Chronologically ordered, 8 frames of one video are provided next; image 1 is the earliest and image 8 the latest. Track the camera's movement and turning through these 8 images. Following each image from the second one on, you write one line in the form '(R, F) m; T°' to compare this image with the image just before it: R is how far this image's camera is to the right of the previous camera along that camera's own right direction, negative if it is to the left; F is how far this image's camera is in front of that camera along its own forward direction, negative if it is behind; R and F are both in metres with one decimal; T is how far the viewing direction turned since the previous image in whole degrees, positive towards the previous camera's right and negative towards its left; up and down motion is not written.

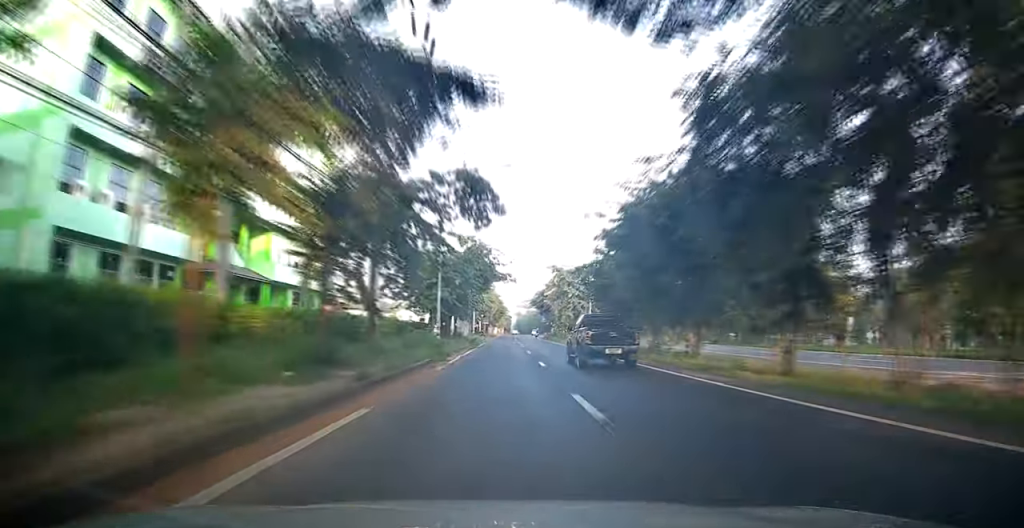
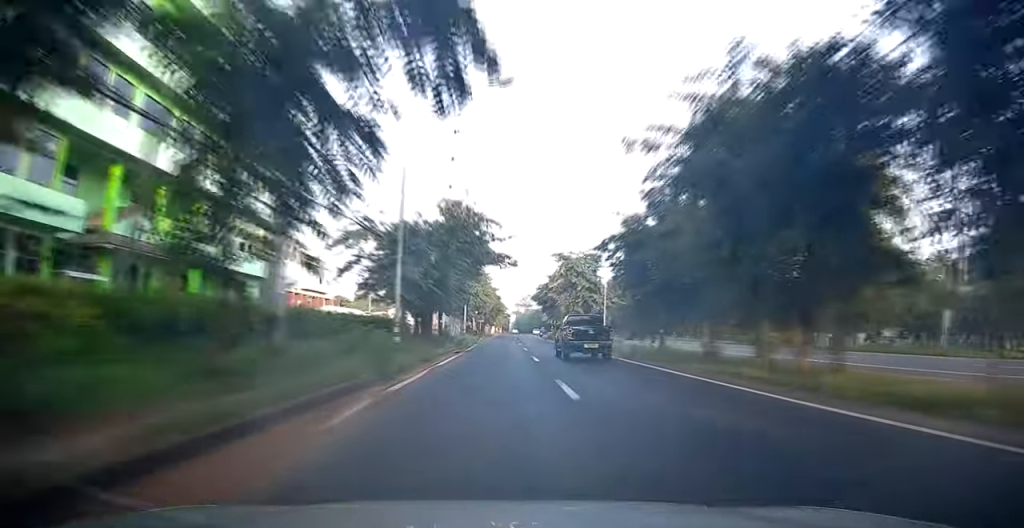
(-0.2, +9.7) m; +1°
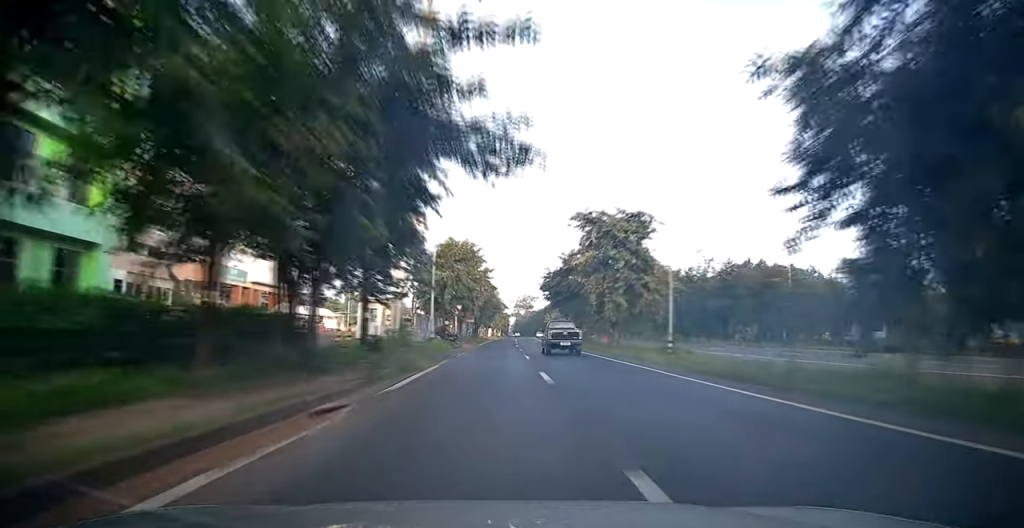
(+0.8, +20.3) m; +1°
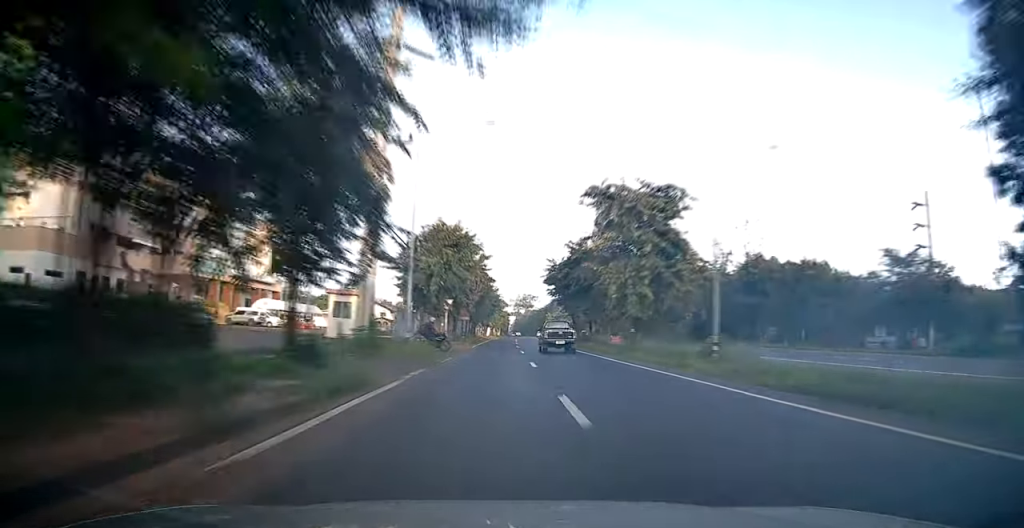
(+0.1, +6.4) m; -1°
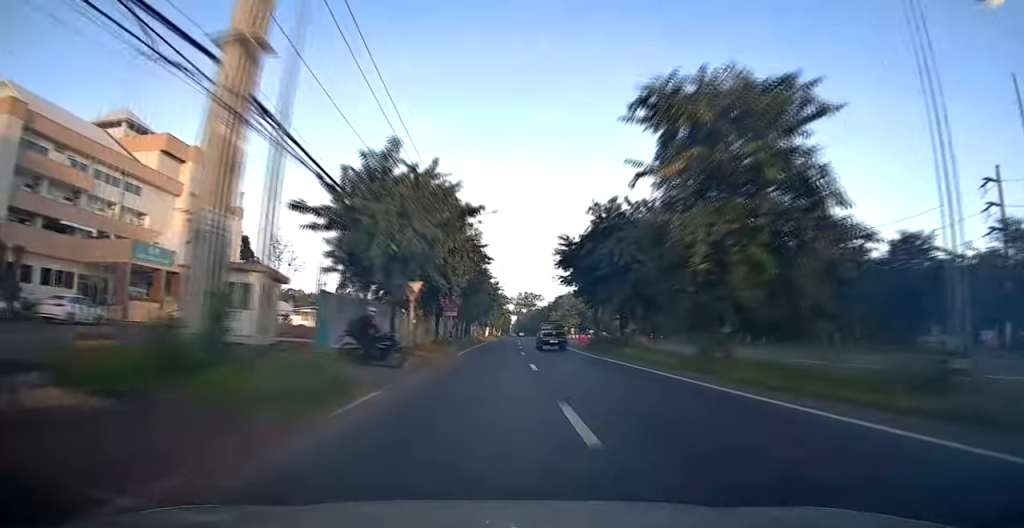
(-0.5, +12.9) m; 0°
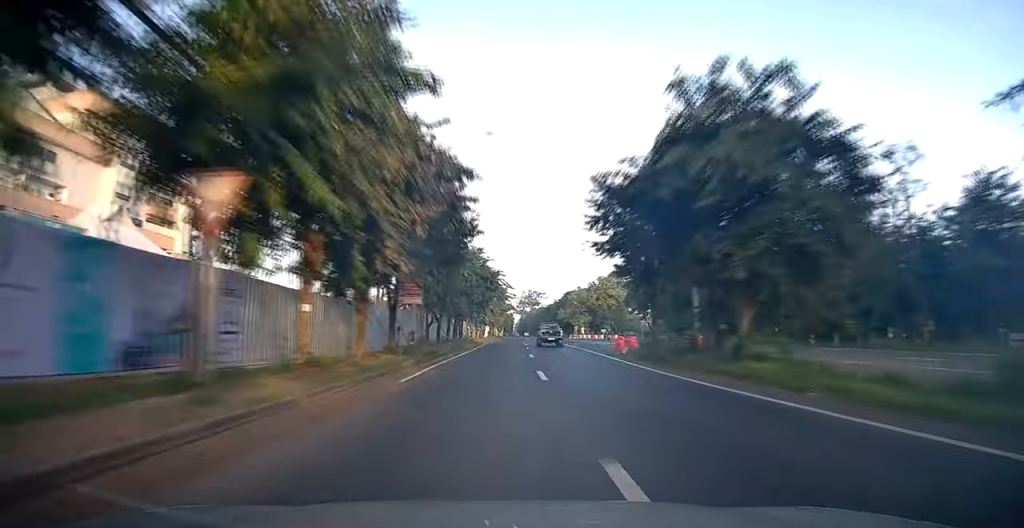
(+0.5, +15.8) m; 0°
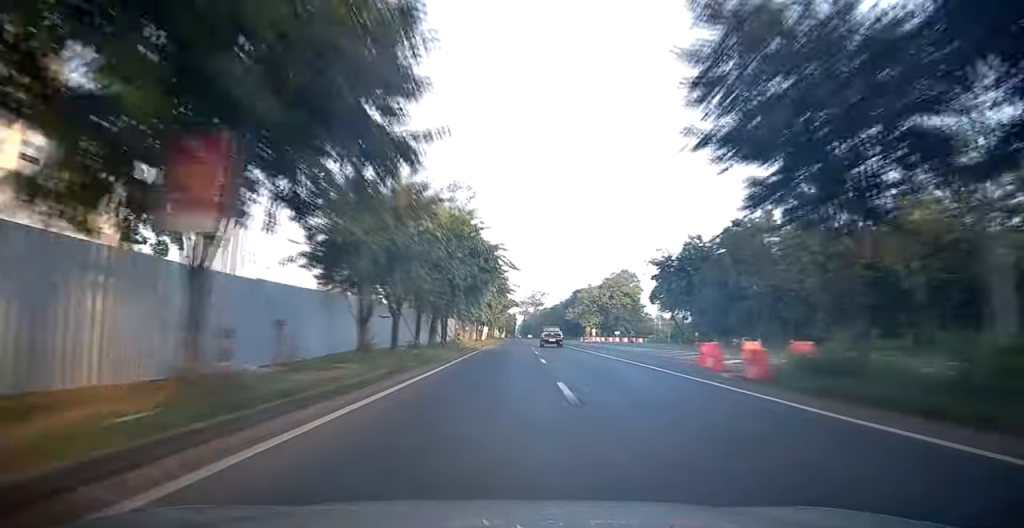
(-0.5, +15.3) m; 0°
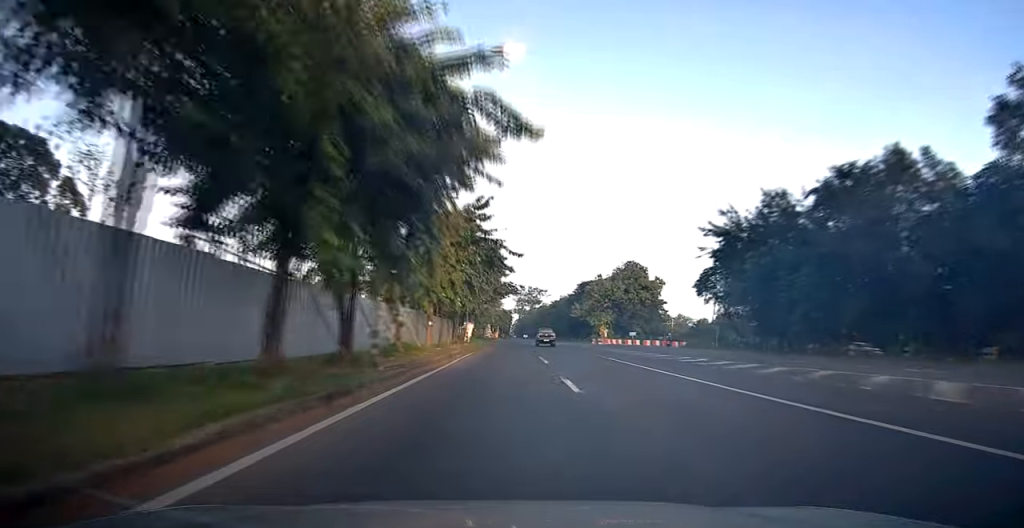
(+0.4, +22.1) m; 0°
